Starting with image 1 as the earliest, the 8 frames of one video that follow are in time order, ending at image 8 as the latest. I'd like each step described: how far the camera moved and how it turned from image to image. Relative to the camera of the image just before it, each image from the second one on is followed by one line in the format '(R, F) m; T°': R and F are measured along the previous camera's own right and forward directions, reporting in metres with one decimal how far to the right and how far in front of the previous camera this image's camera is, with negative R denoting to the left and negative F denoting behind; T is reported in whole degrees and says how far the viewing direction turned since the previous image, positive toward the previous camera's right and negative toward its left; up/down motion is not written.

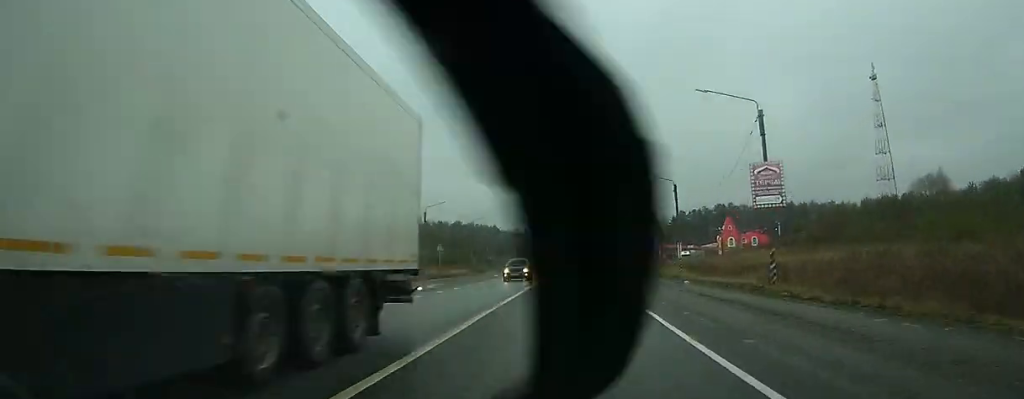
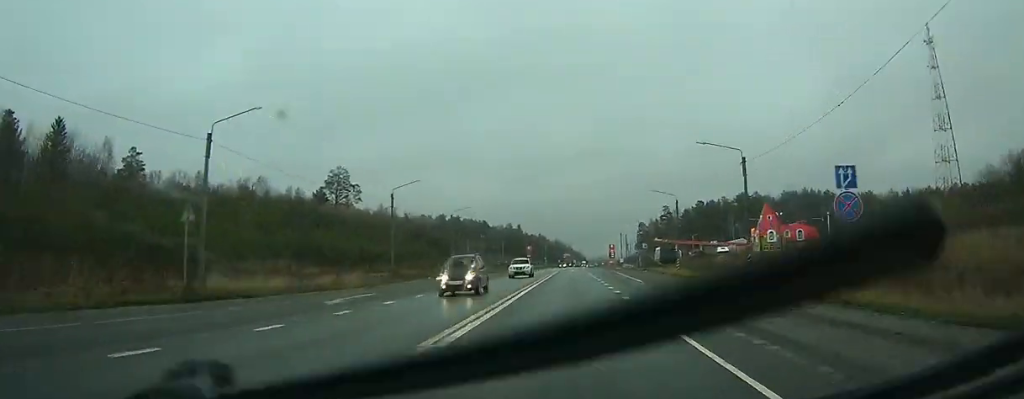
(+0.2, +43.7) m; 0°
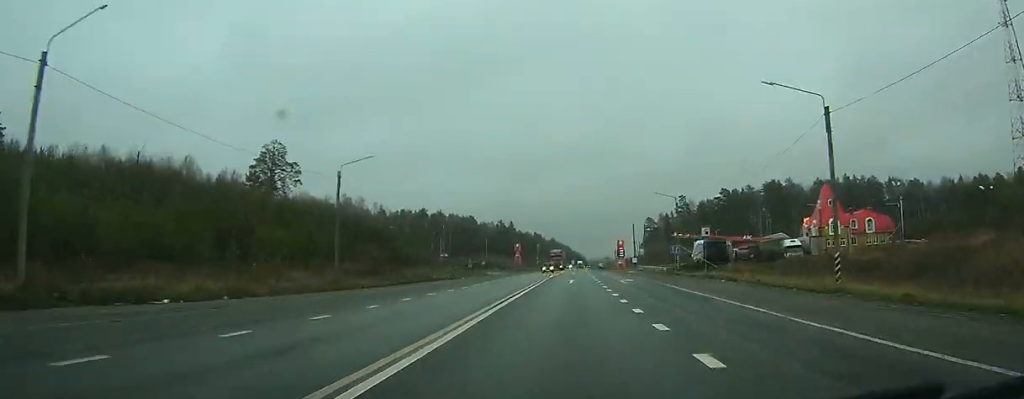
(+0.1, +41.4) m; +1°
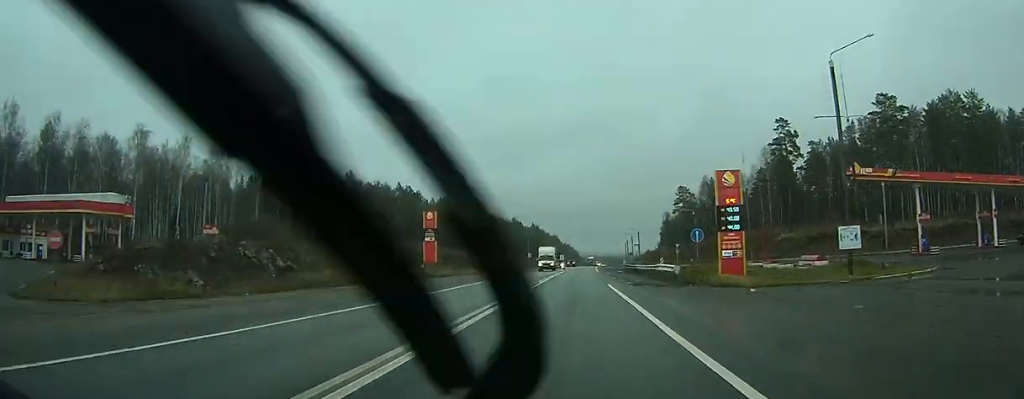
(+1.6, +109.4) m; +1°
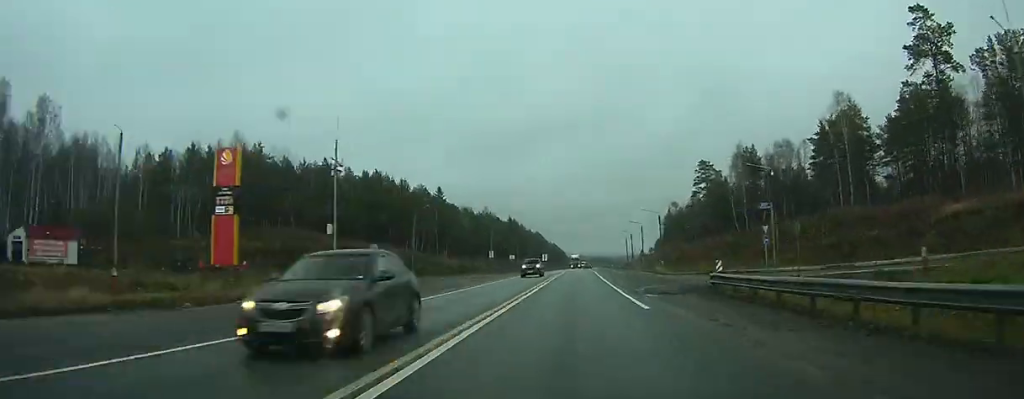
(+0.2, +48.2) m; +1°
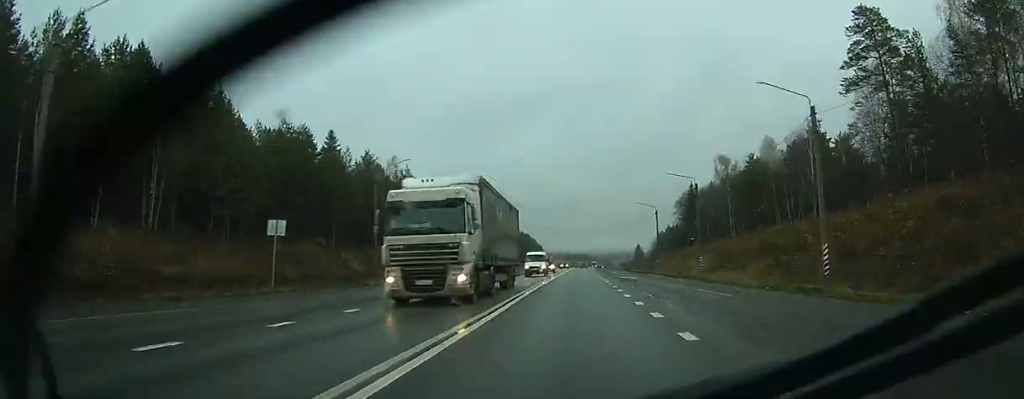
(+1.2, +88.0) m; +2°
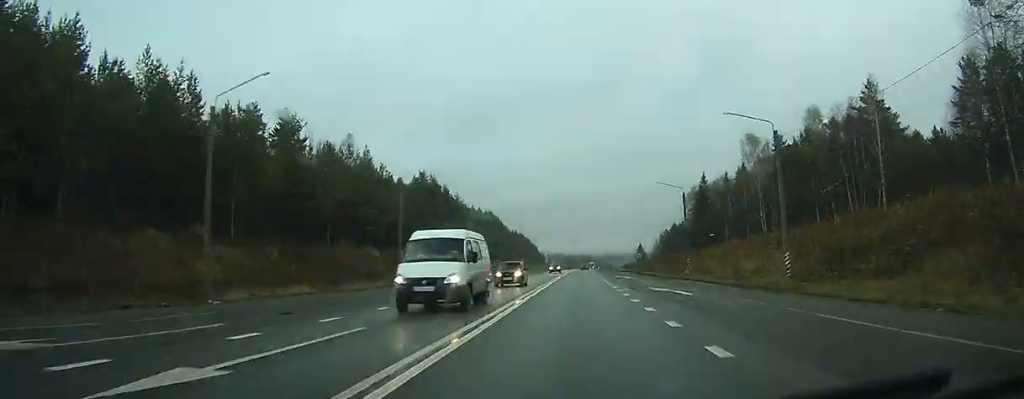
(0.0, +21.8) m; 0°
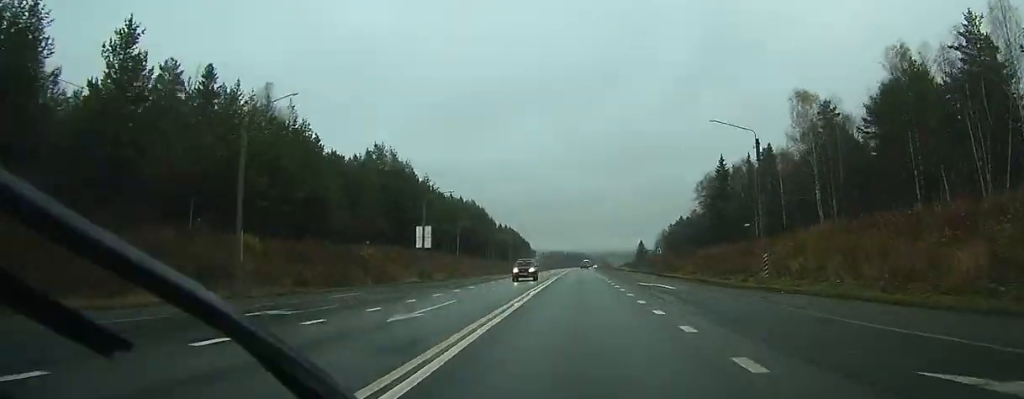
(+0.1, +25.1) m; 0°
